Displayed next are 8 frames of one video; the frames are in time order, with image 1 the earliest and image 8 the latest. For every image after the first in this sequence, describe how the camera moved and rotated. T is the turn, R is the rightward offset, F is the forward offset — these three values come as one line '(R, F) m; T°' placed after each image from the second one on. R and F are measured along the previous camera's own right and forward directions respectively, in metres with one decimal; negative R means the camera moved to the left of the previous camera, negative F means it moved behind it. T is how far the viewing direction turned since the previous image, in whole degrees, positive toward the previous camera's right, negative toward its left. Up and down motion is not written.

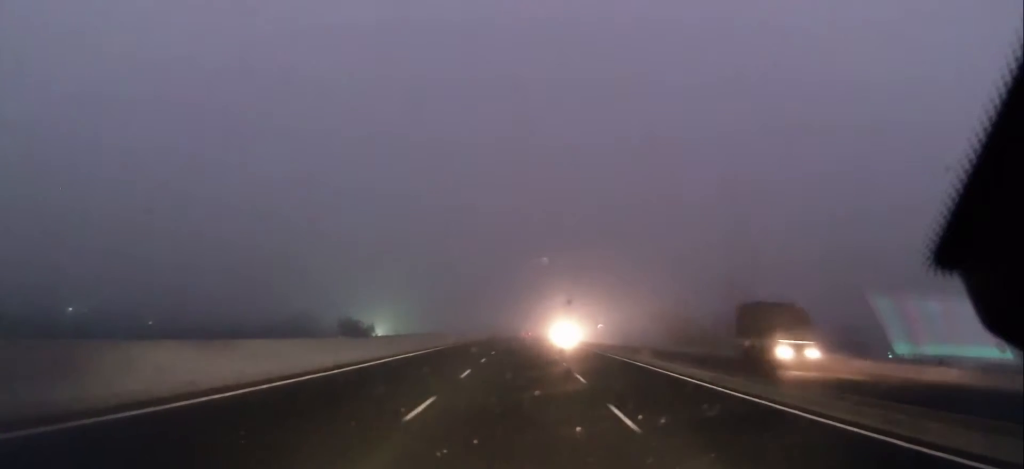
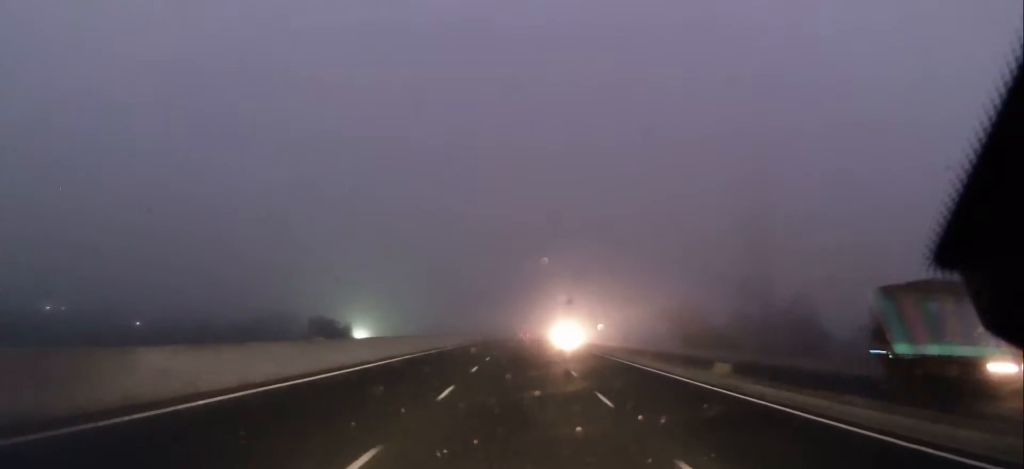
(0.0, +14.8) m; 0°
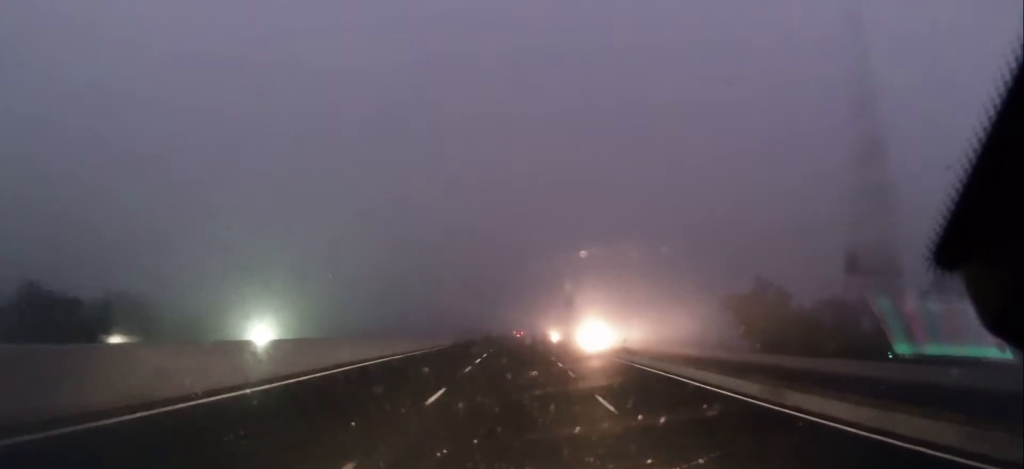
(0.0, +64.3) m; 0°
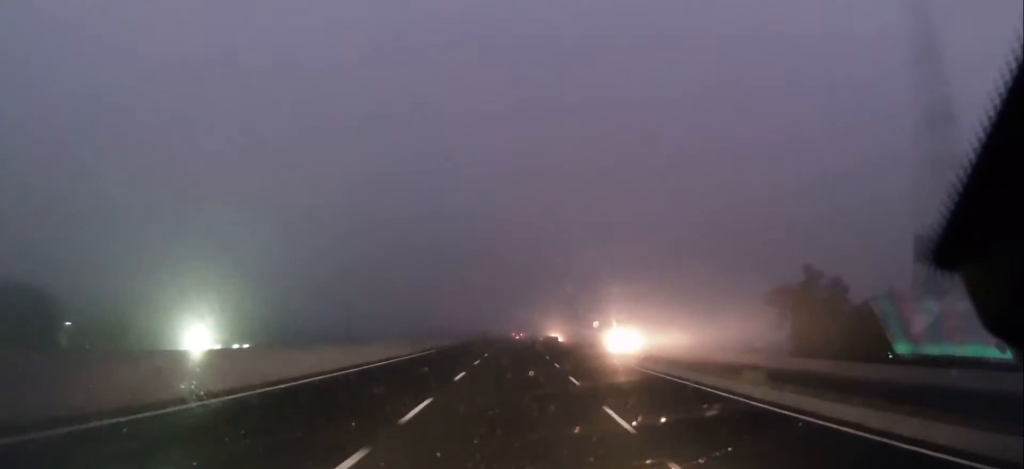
(0.0, +23.1) m; 0°
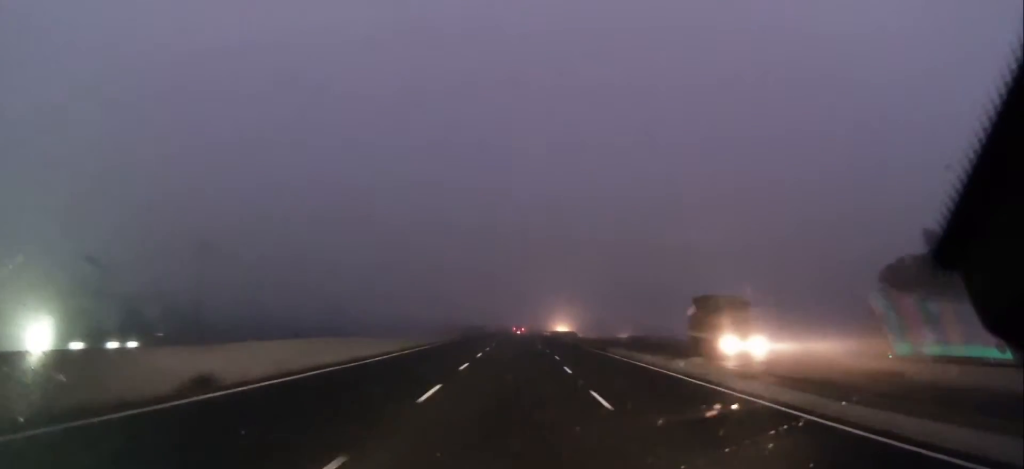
(+0.2, +33.7) m; 0°
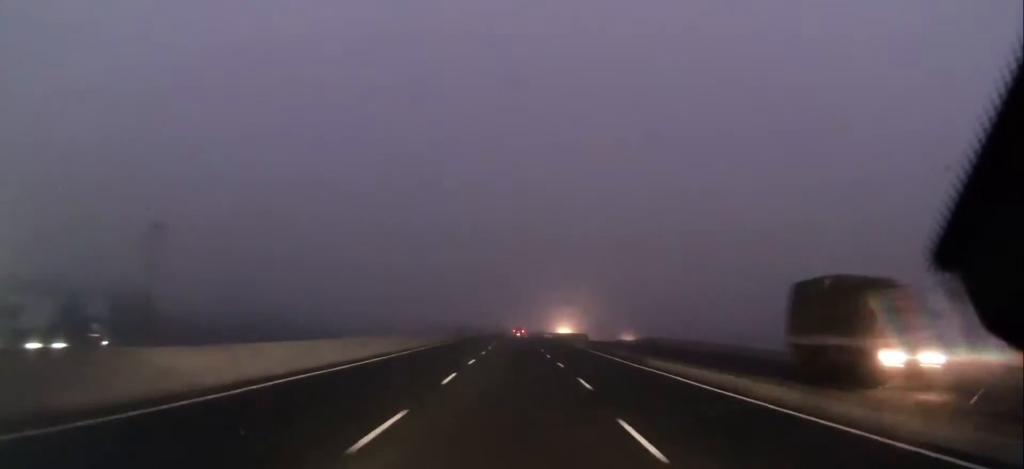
(-0.1, +13.7) m; 0°
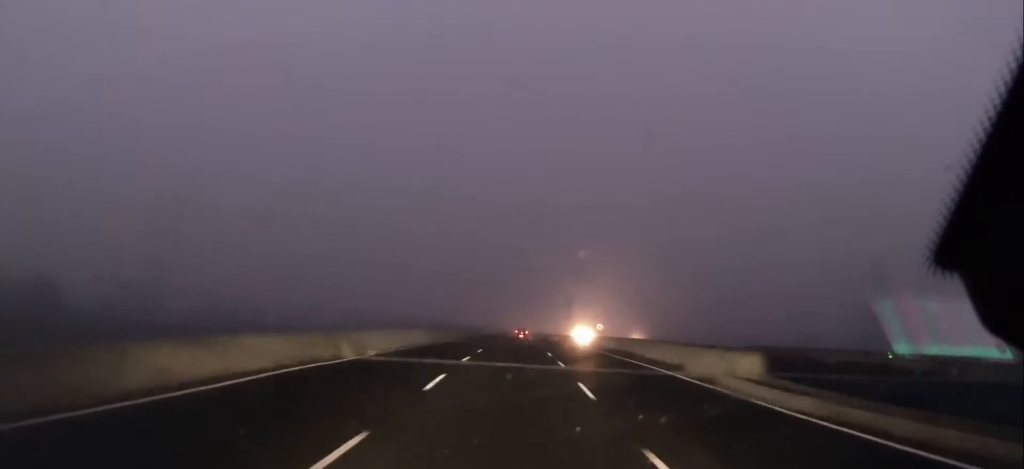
(0.0, +48.4) m; 0°
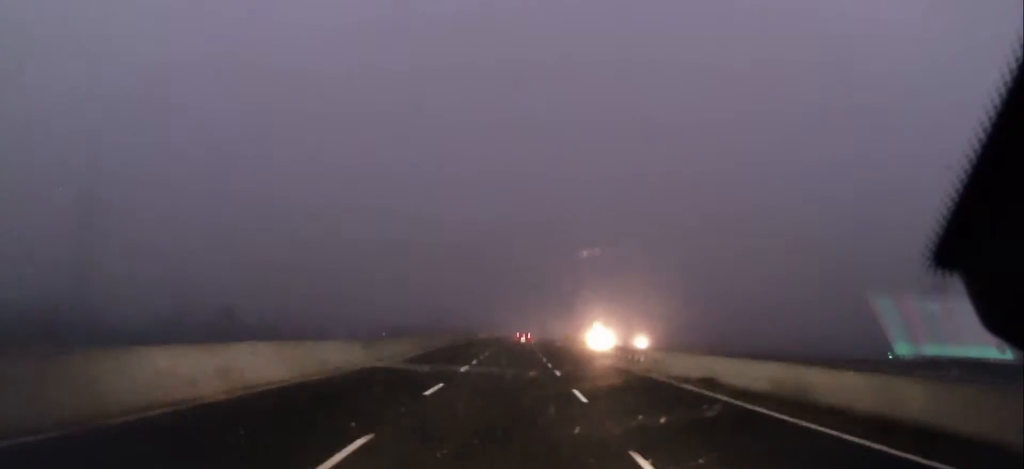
(-0.4, +26.7) m; 0°
